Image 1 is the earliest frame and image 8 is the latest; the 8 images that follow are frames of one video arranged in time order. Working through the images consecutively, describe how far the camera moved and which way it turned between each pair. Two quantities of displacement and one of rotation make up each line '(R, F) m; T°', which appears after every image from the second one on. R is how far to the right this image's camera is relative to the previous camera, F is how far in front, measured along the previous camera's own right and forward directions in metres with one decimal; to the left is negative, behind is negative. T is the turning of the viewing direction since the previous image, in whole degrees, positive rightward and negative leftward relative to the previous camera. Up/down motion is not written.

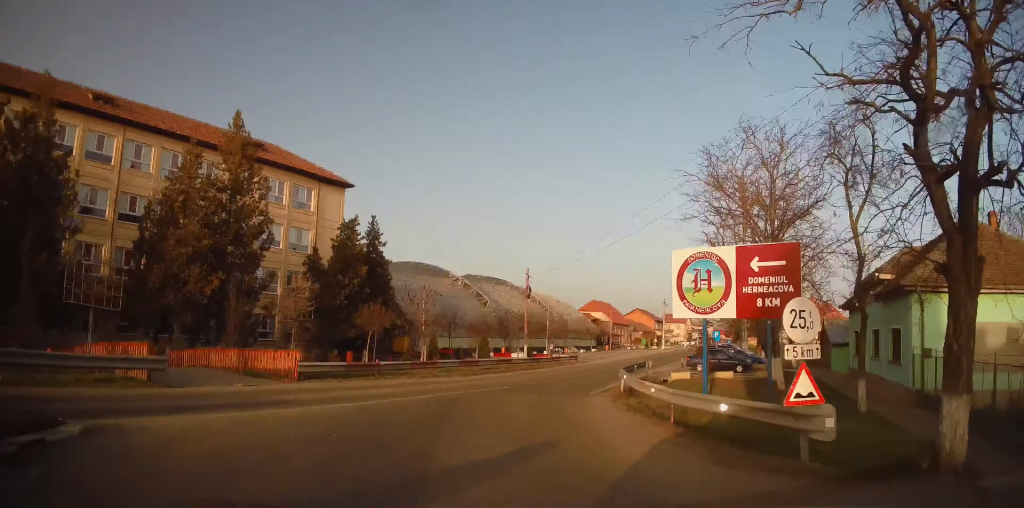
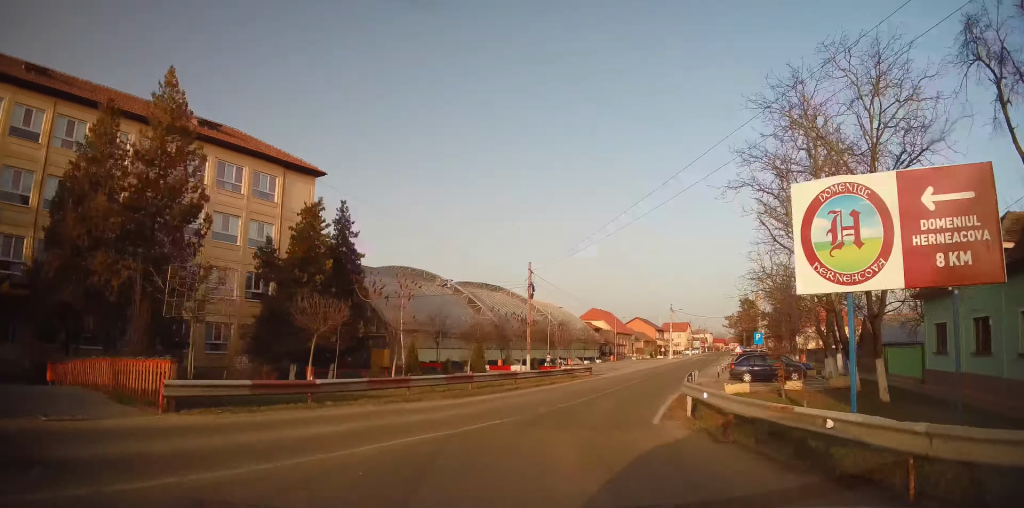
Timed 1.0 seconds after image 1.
(-0.7, +5.6) m; -7°
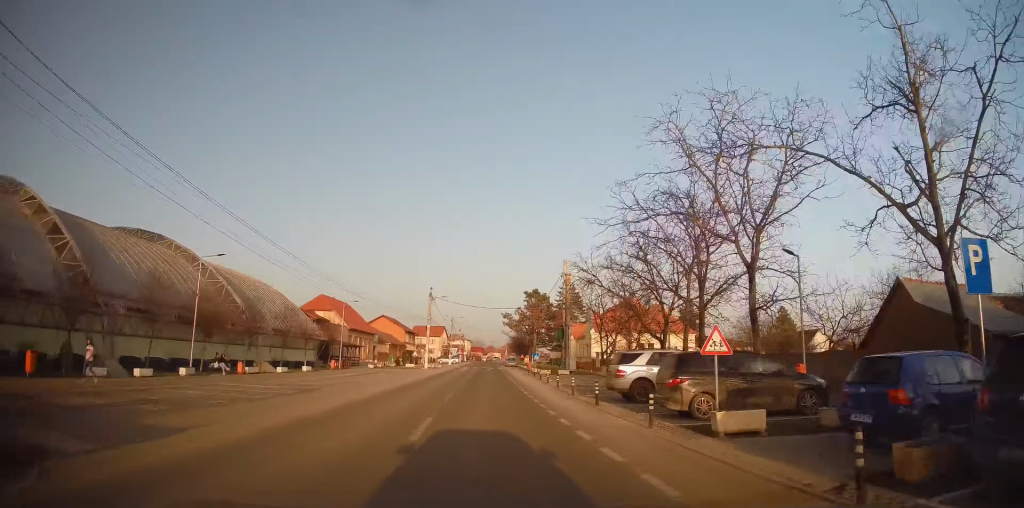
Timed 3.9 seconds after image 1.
(+4.8, +24.5) m; +21°
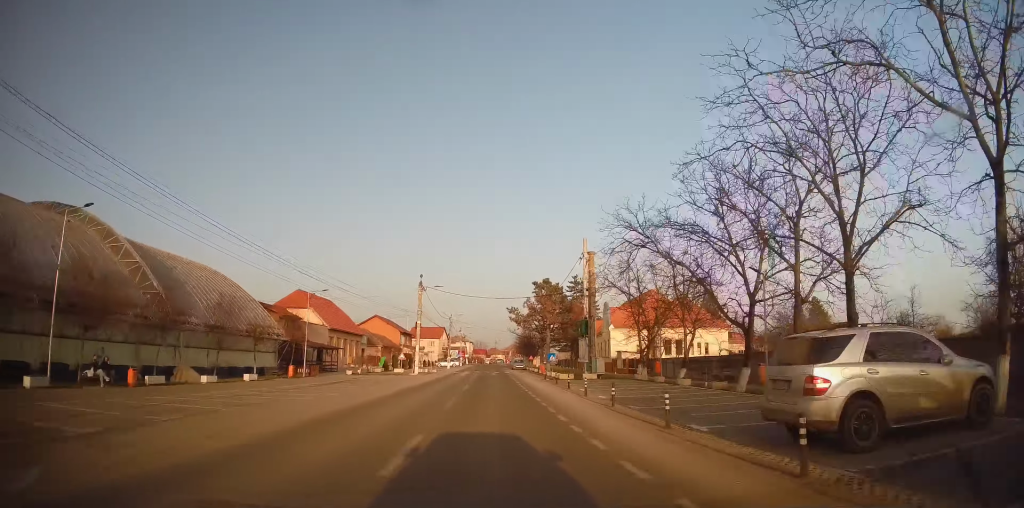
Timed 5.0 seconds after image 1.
(+0.4, +10.9) m; +3°
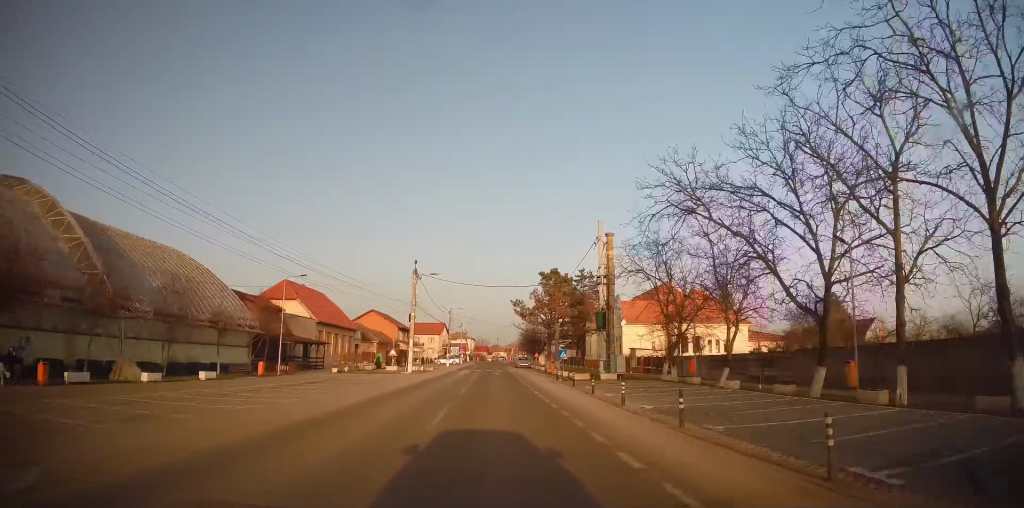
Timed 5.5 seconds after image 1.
(+0.1, +5.5) m; +1°
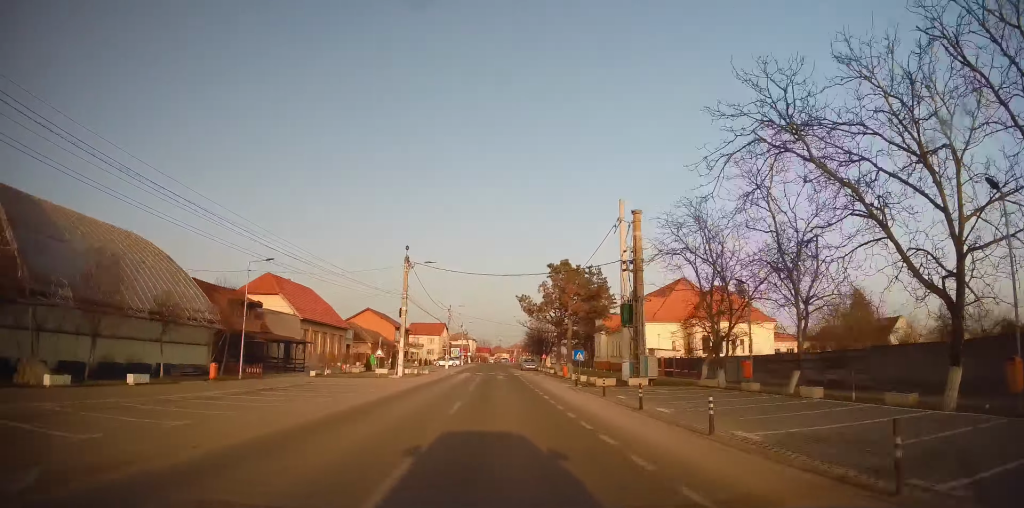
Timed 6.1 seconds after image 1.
(0.0, +6.1) m; 0°
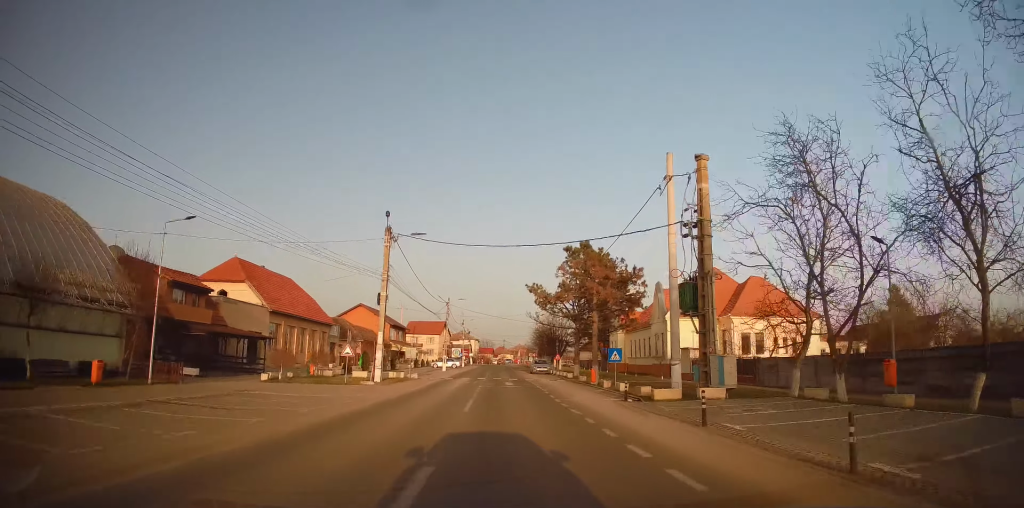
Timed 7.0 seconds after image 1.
(0.0, +9.0) m; 0°
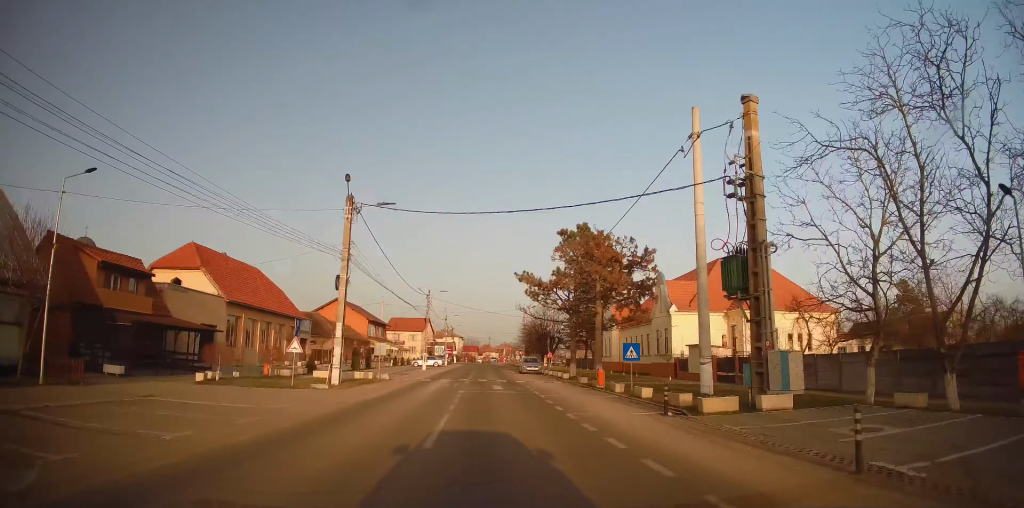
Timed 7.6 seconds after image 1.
(0.0, +5.5) m; 0°
